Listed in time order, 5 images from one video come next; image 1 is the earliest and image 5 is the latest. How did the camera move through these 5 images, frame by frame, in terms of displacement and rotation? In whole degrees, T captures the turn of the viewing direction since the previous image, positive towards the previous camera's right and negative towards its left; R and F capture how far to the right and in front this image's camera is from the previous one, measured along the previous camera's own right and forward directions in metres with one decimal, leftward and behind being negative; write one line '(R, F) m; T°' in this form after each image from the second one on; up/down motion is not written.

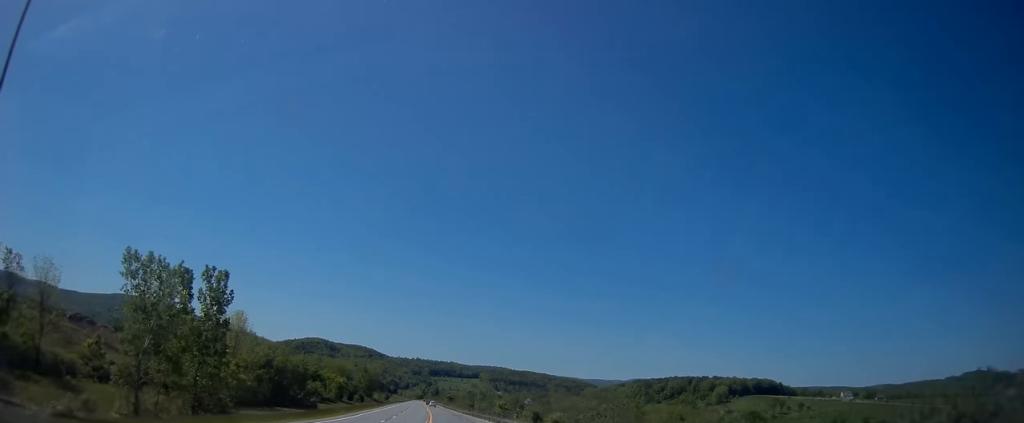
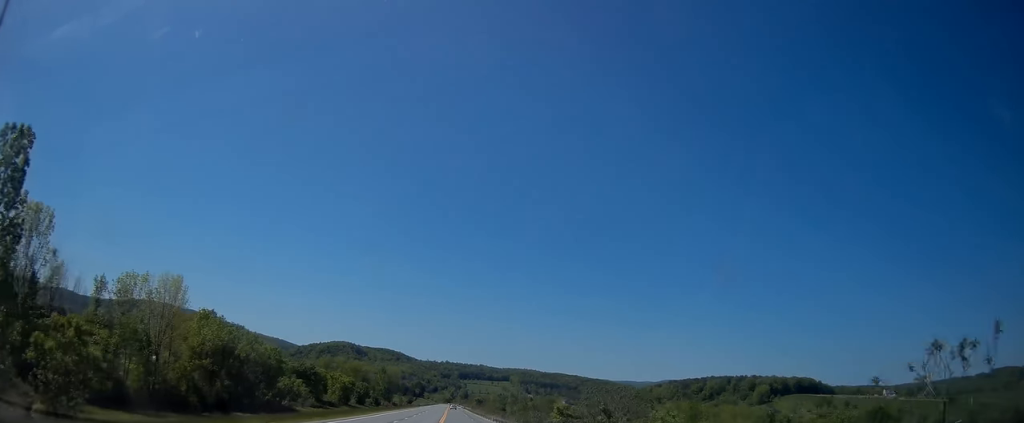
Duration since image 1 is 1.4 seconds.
(-0.8, +34.9) m; -2°
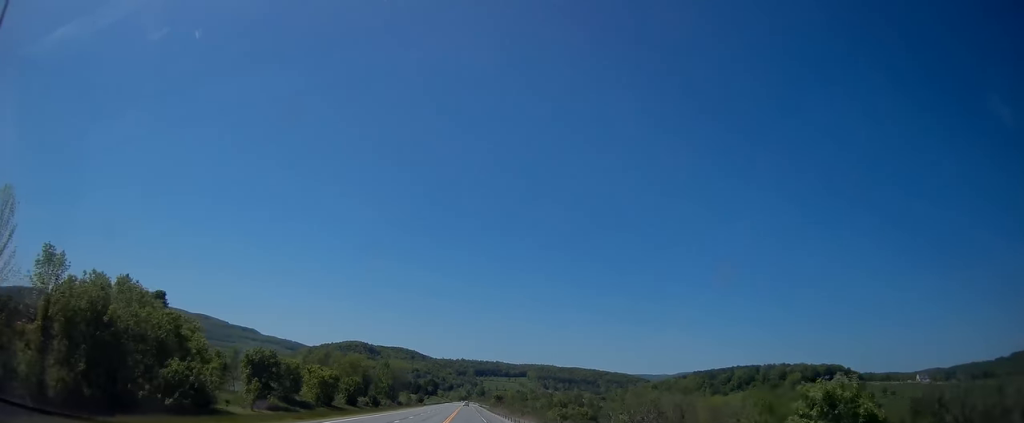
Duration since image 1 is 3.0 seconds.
(-0.4, +39.0) m; -1°
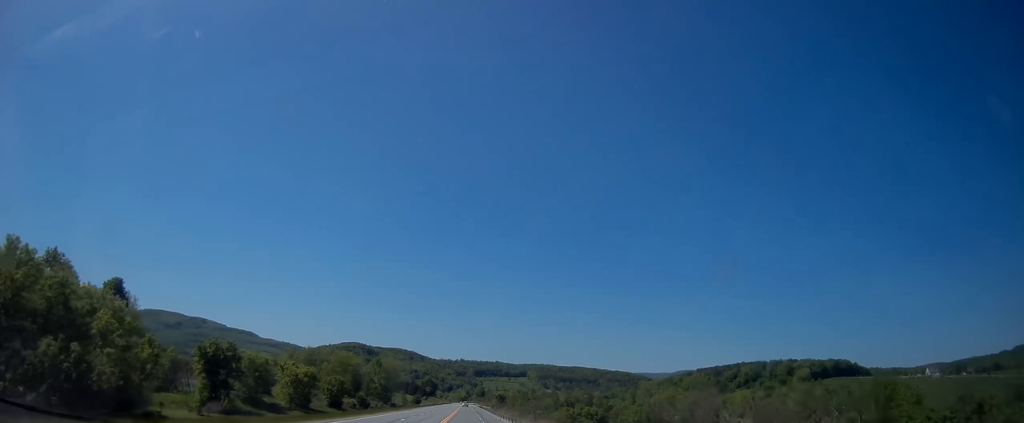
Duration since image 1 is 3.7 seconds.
(-0.1, +19.1) m; -1°
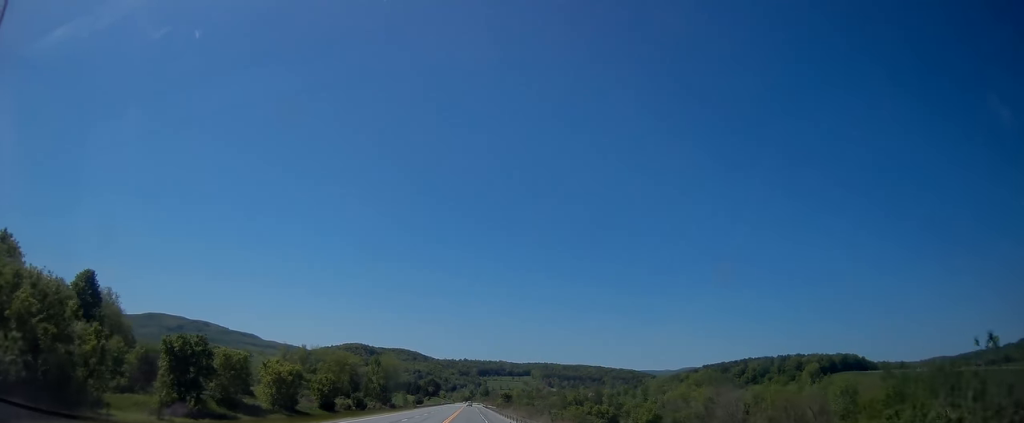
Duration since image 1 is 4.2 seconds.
(0.0, +11.6) m; -1°
